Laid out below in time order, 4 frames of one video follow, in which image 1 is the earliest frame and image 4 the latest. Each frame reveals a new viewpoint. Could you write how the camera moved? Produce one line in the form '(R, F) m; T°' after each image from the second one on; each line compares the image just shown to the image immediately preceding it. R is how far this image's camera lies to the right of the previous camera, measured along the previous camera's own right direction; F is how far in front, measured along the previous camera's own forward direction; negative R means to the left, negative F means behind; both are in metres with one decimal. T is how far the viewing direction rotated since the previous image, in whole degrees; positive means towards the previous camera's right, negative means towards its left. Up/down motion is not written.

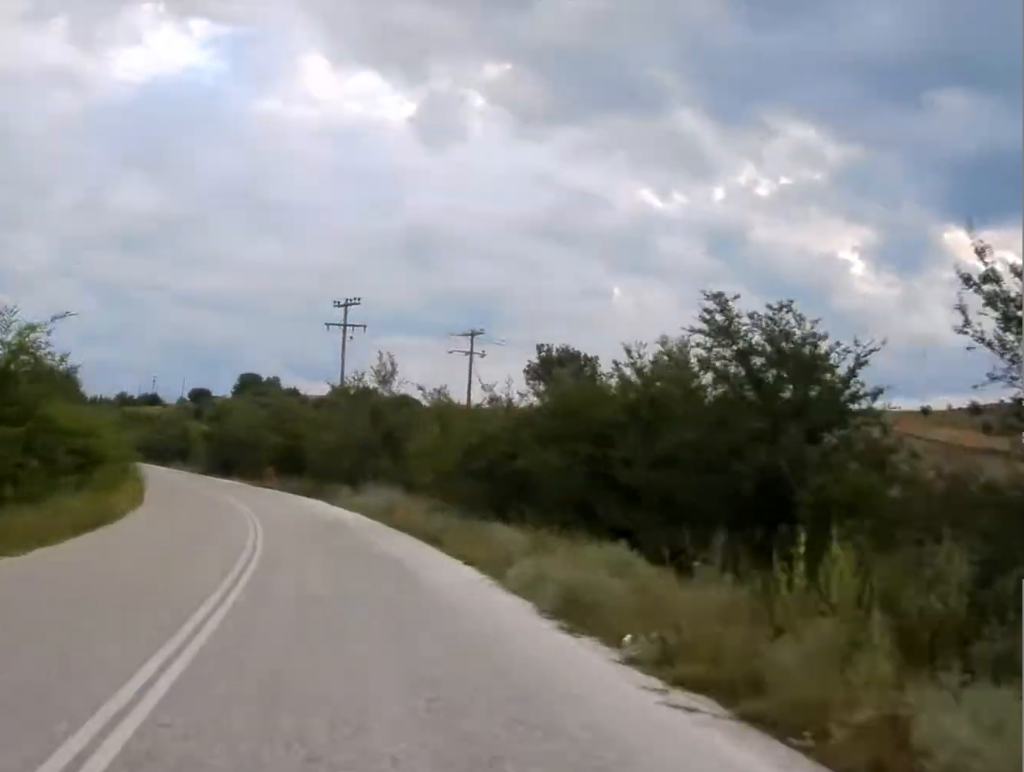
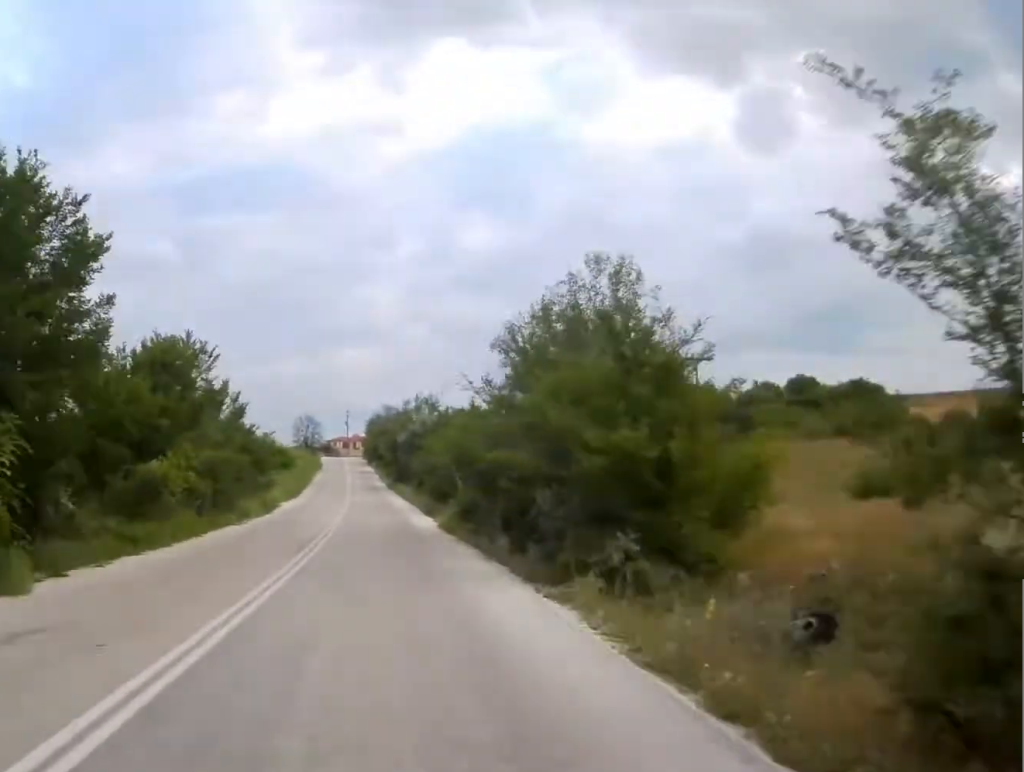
(-16.3, +77.1) m; -20°
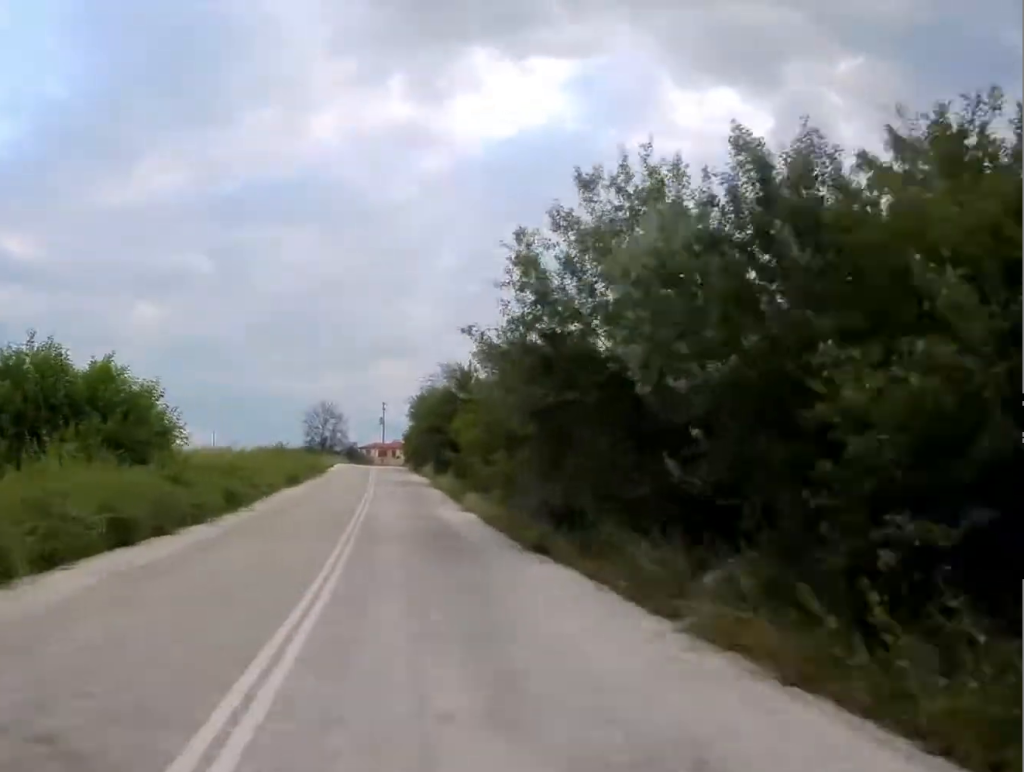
(-3.5, +60.9) m; -4°
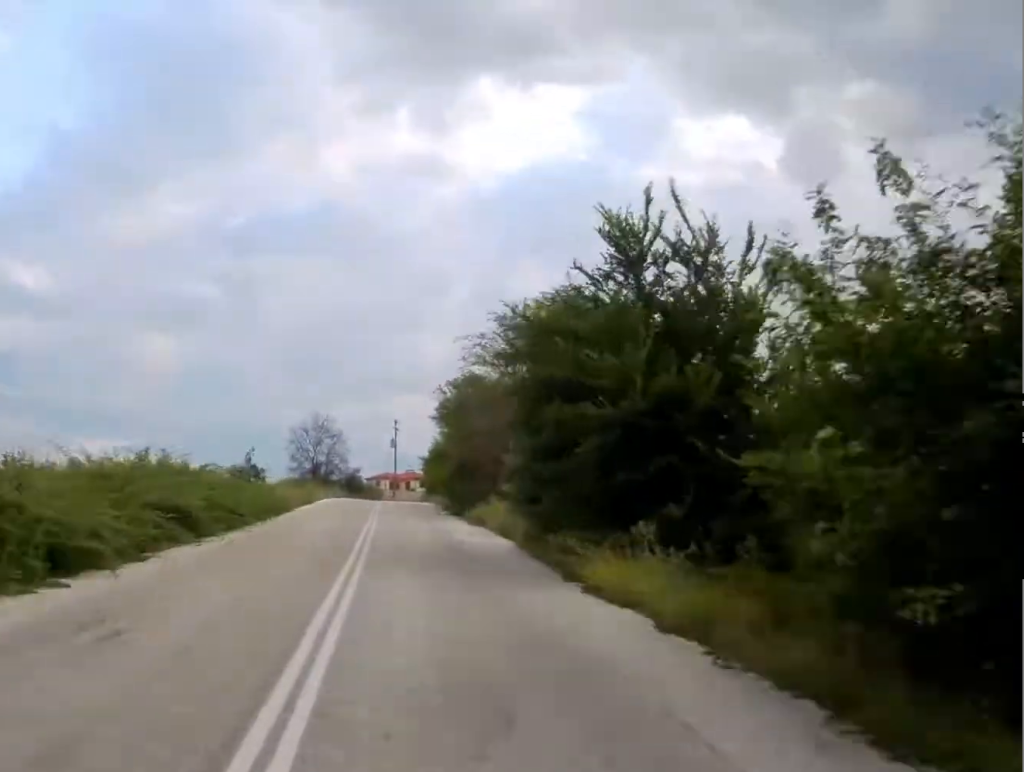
(-0.1, +34.0) m; -1°
